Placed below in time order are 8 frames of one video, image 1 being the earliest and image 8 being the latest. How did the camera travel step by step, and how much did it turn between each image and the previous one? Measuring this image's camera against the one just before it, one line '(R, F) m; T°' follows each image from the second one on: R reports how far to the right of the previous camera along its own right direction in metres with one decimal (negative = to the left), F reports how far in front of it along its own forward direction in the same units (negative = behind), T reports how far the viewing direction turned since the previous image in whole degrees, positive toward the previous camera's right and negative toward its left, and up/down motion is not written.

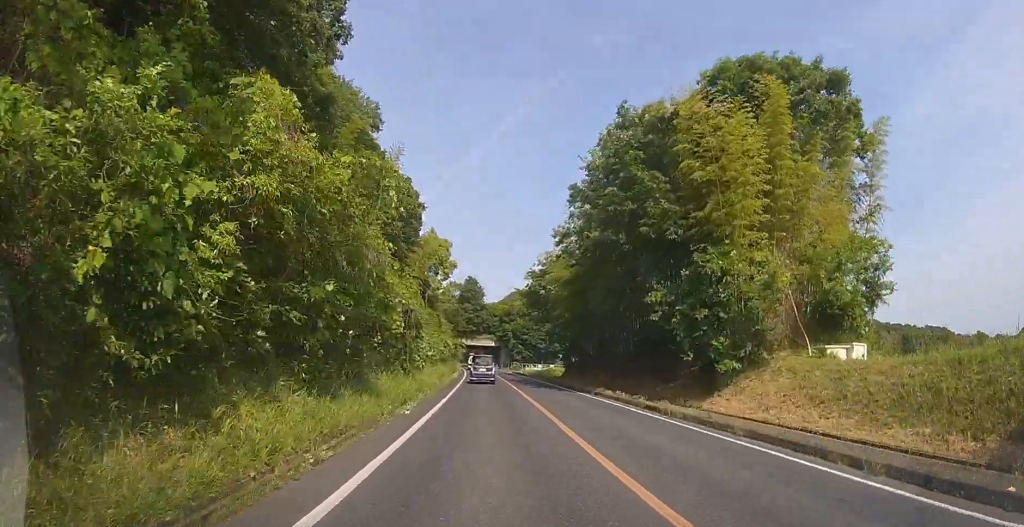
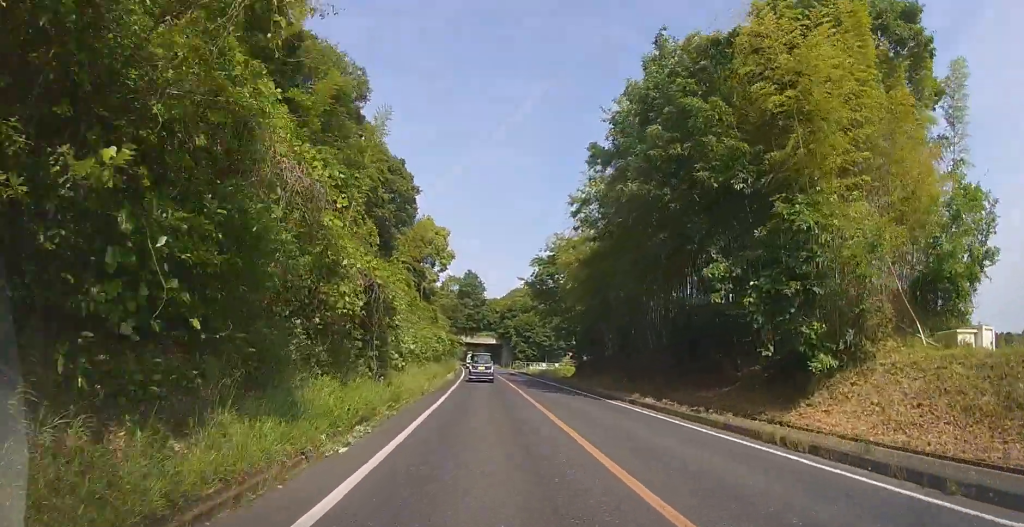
(0.0, +5.4) m; 0°
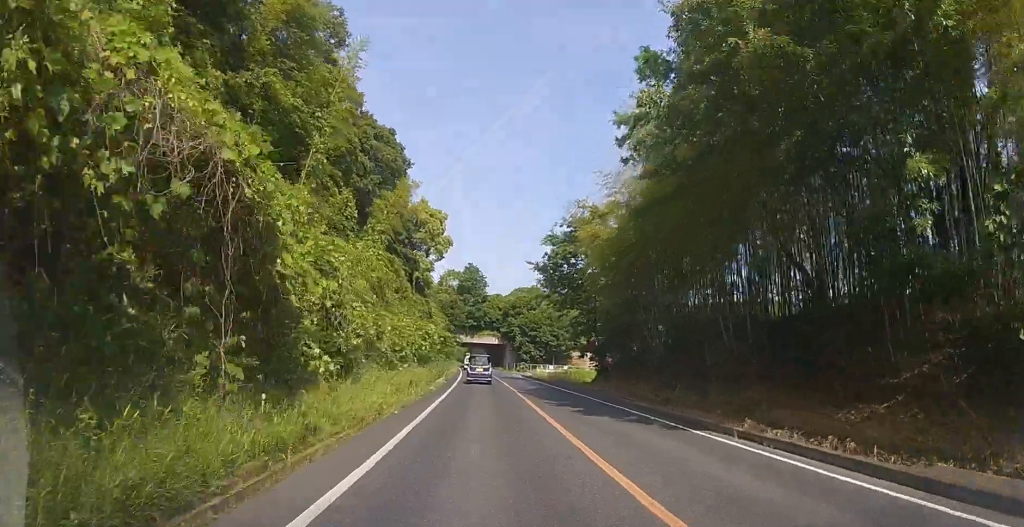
(0.0, +8.1) m; 0°
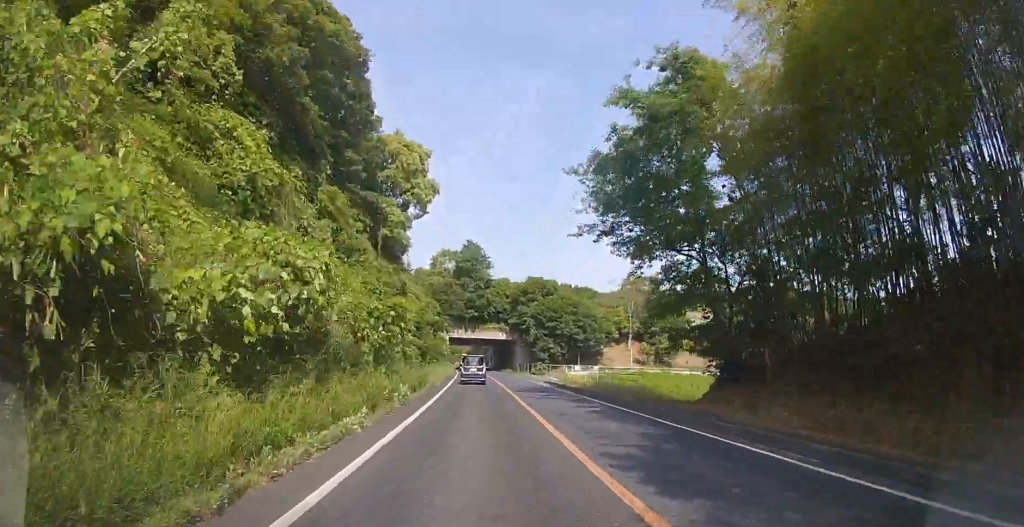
(-0.2, +18.4) m; -2°
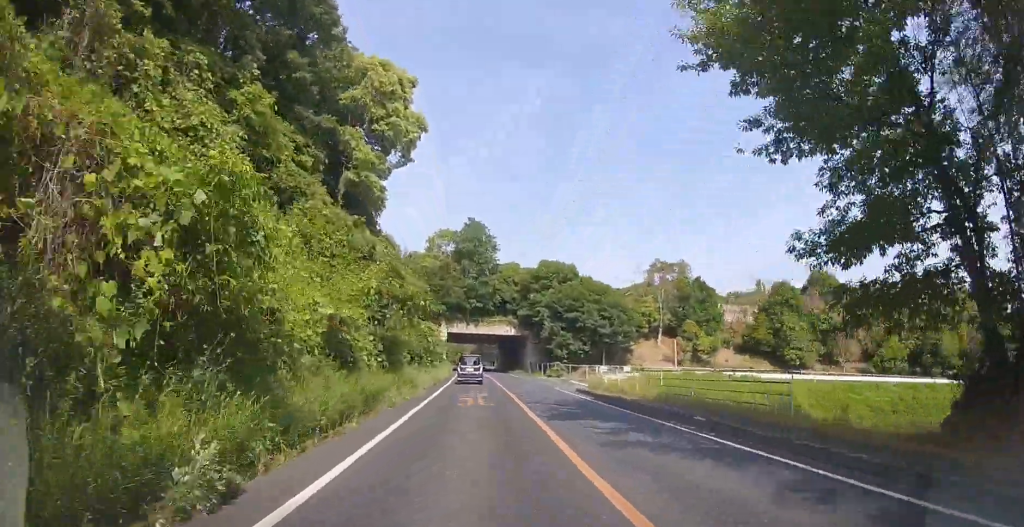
(-0.1, +11.3) m; -1°
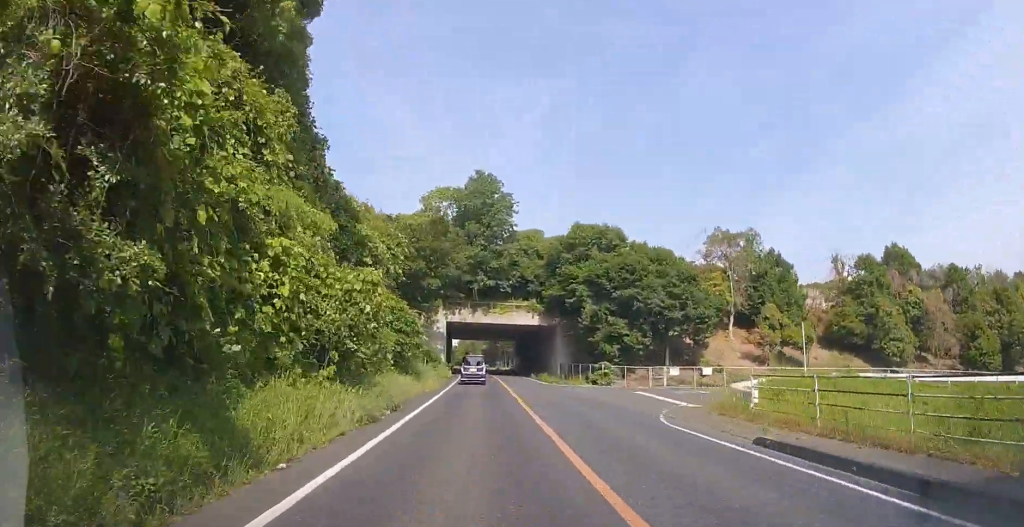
(-0.1, +15.6) m; -1°
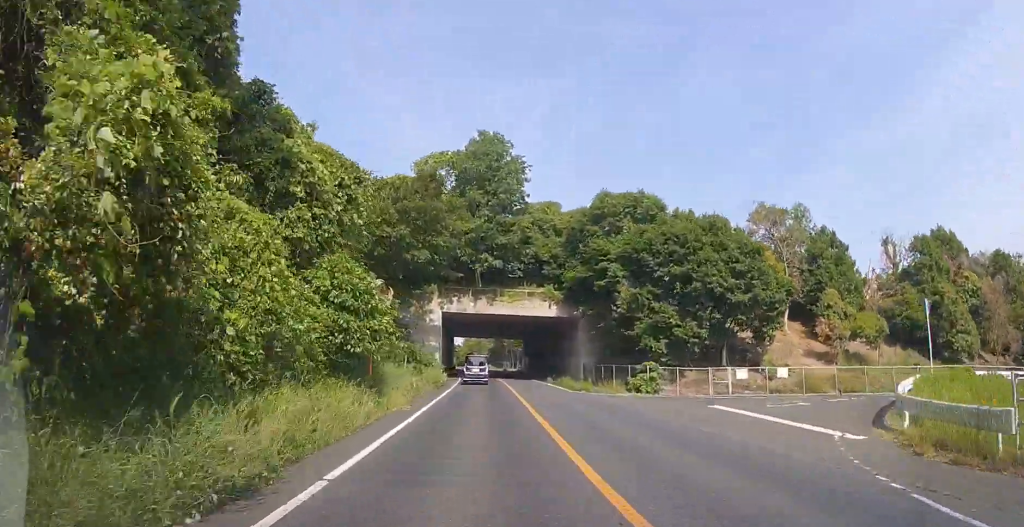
(0.0, +8.6) m; -1°
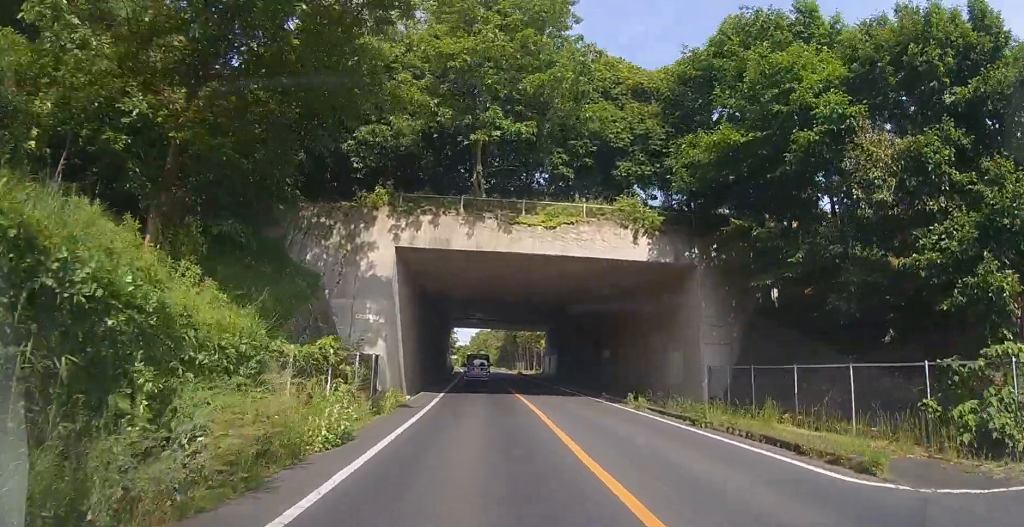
(-0.3, +19.3) m; -1°
